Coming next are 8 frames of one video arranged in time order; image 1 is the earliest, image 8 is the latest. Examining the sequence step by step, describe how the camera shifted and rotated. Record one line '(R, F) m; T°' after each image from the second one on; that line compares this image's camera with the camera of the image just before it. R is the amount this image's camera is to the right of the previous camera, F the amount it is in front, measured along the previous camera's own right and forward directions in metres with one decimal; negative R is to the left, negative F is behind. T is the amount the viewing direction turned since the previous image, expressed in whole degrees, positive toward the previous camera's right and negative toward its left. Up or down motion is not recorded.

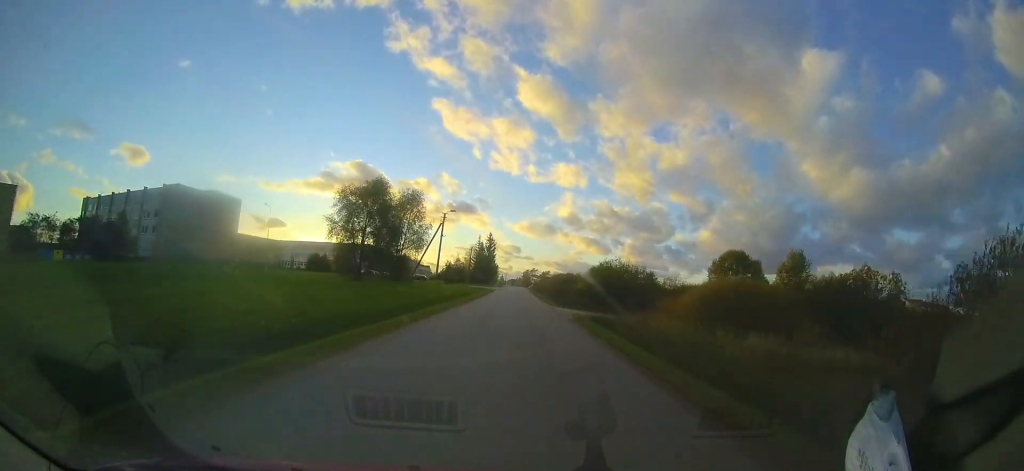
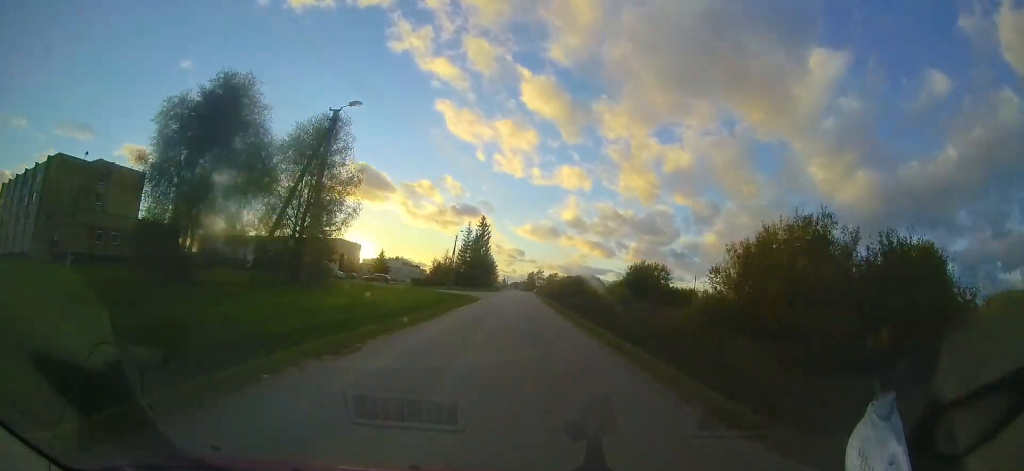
(0.0, +24.9) m; 0°
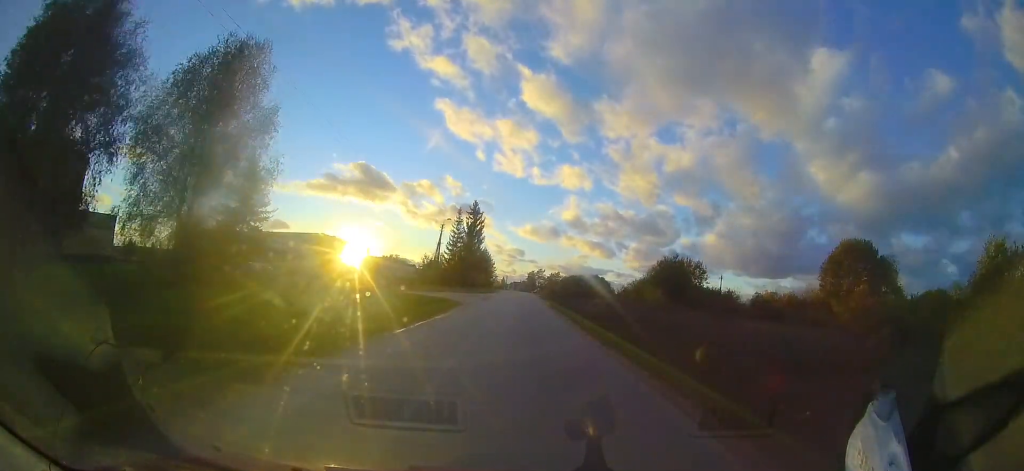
(+0.1, +10.5) m; -1°
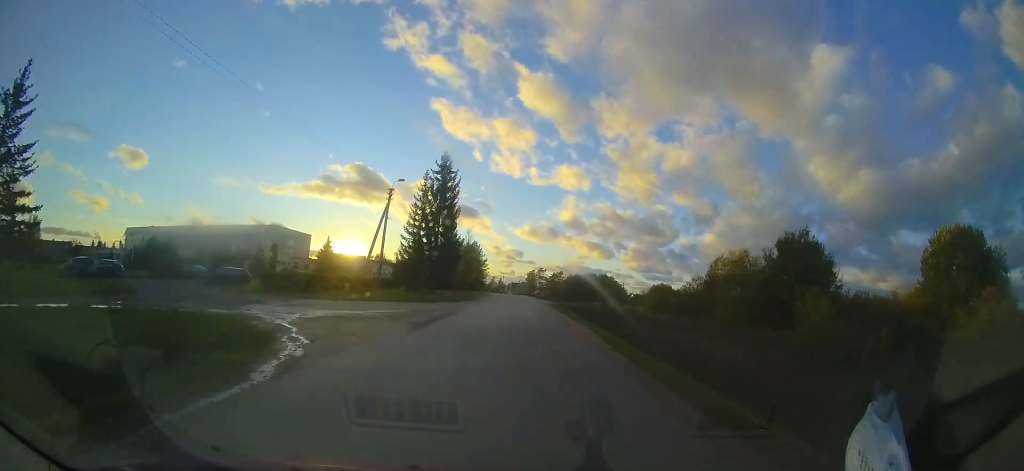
(-0.6, +18.6) m; 0°
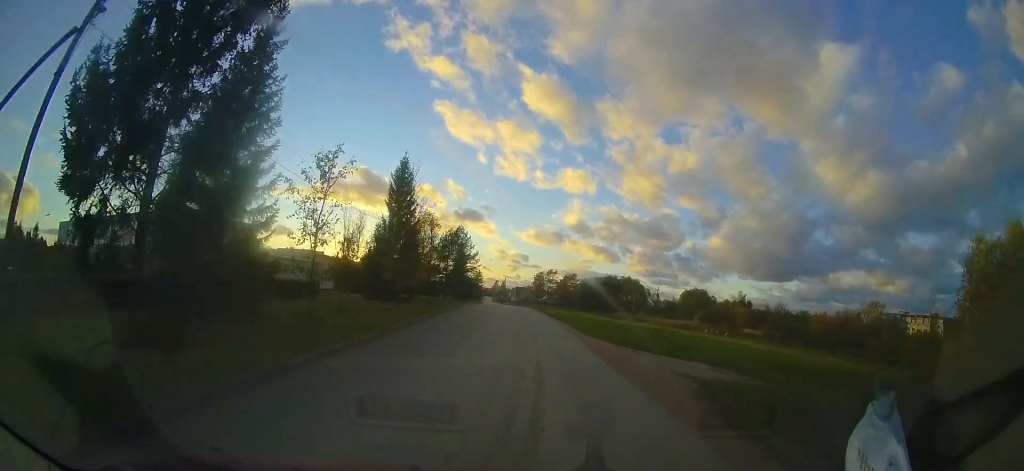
(+0.3, +25.3) m; -2°
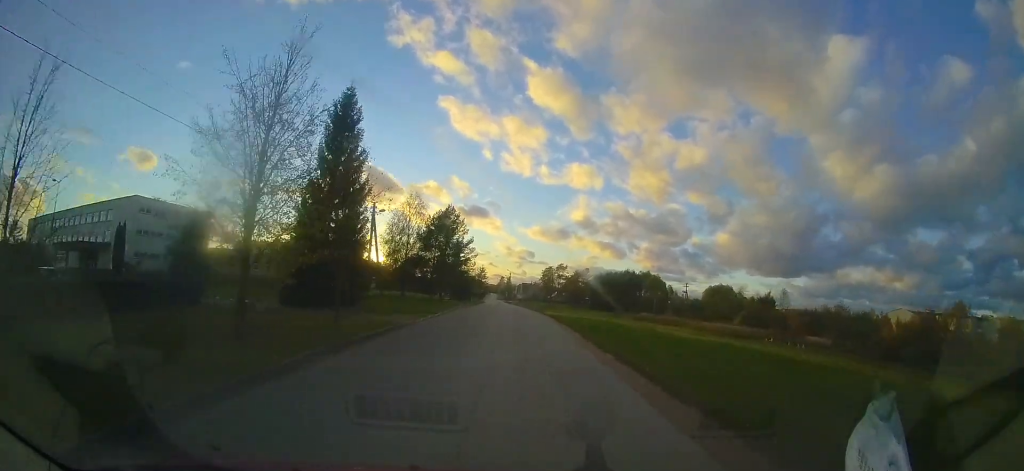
(-0.3, +11.8) m; -2°
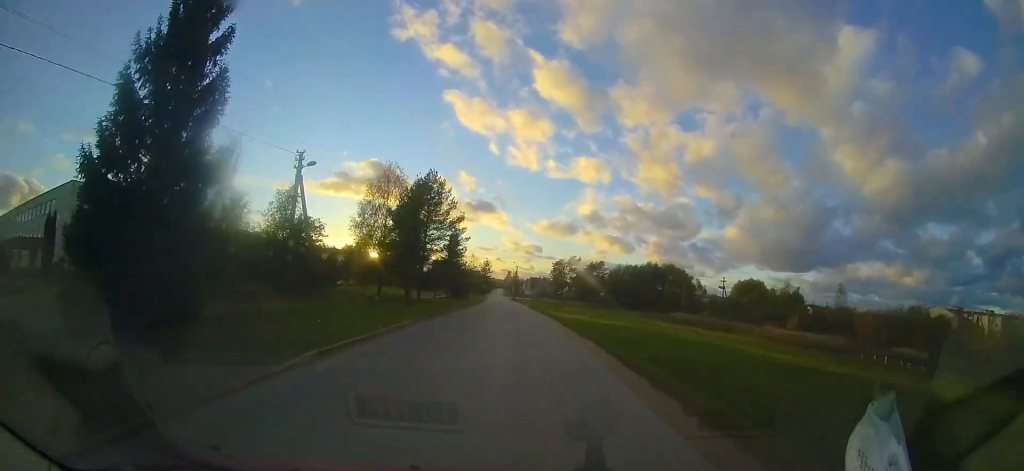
(-0.4, +11.8) m; 0°
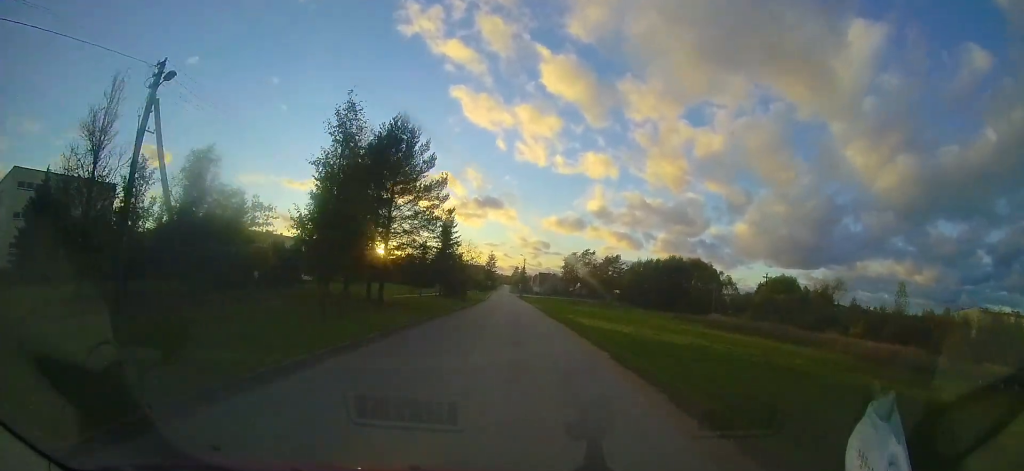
(+0.3, +10.0) m; 0°
